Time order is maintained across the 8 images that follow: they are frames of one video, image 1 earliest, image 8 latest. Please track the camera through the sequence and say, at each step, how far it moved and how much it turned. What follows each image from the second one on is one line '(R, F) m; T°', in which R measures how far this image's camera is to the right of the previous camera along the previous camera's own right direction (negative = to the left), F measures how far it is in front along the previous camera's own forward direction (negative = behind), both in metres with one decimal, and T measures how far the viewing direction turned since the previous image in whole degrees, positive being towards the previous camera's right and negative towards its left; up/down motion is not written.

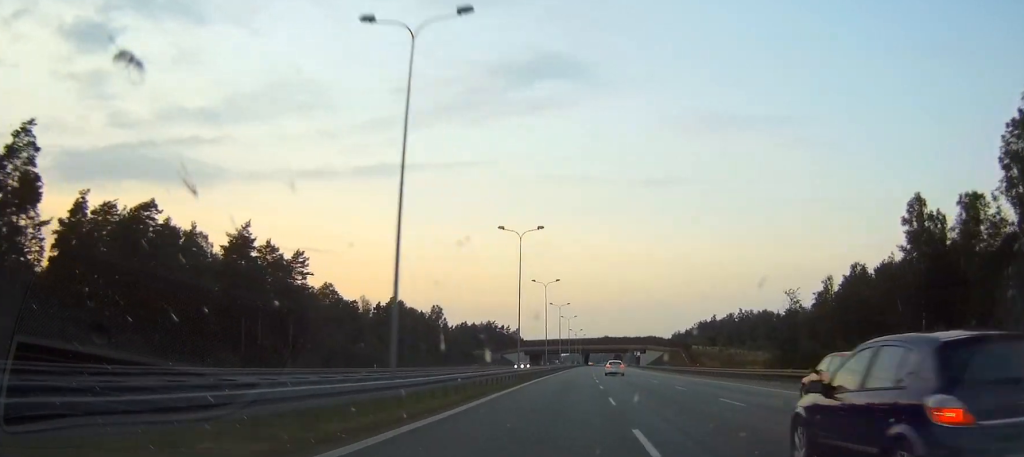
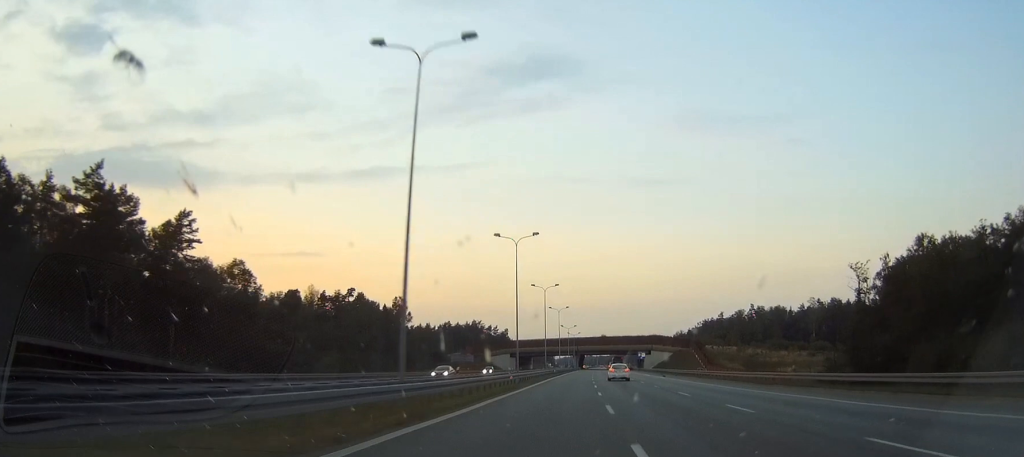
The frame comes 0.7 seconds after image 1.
(+0.2, +37.8) m; 0°
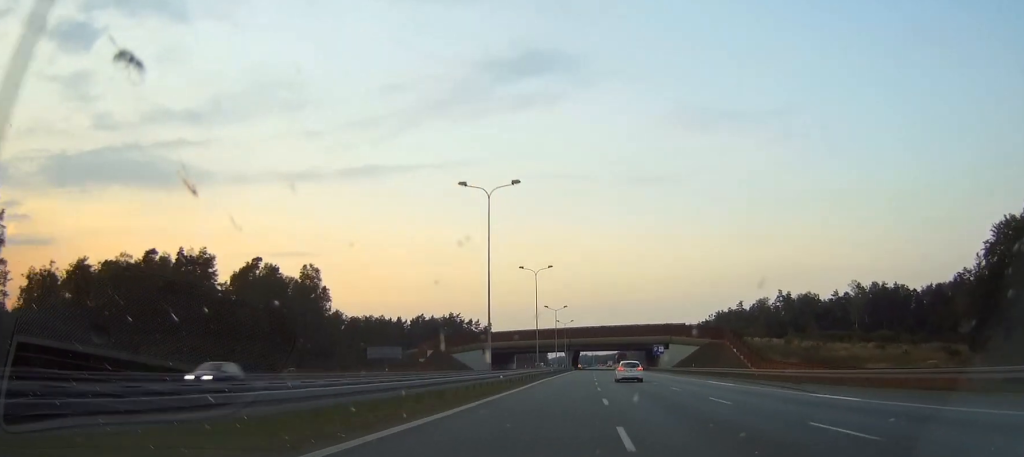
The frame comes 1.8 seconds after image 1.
(+0.2, +57.0) m; 0°
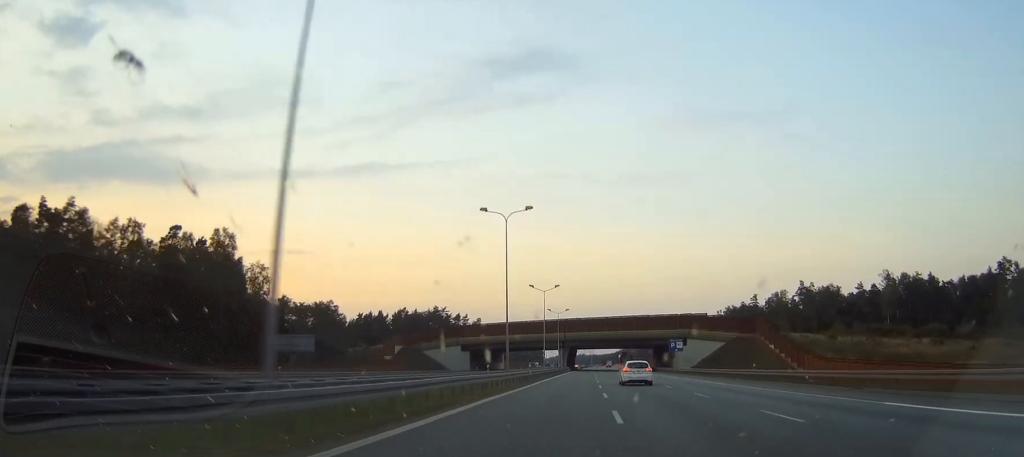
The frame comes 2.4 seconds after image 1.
(+0.1, +31.2) m; 0°
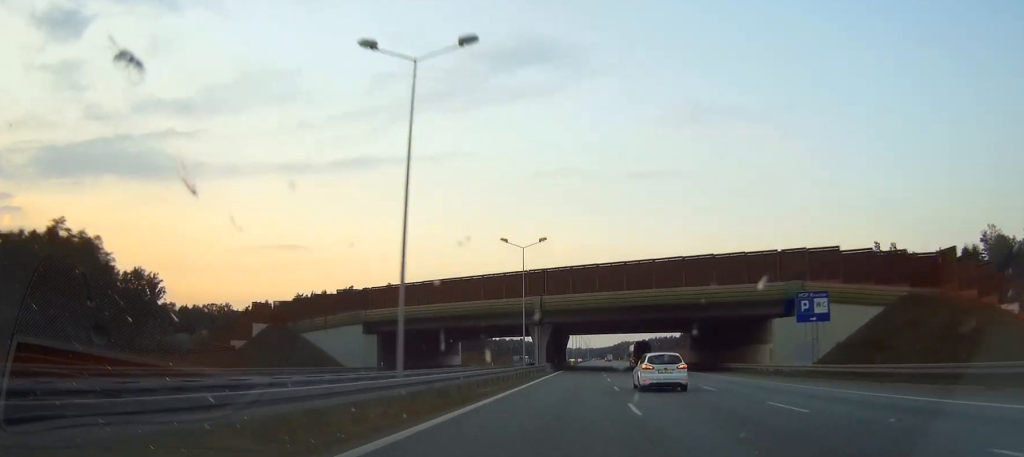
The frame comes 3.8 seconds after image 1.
(+0.4, +71.2) m; 0°
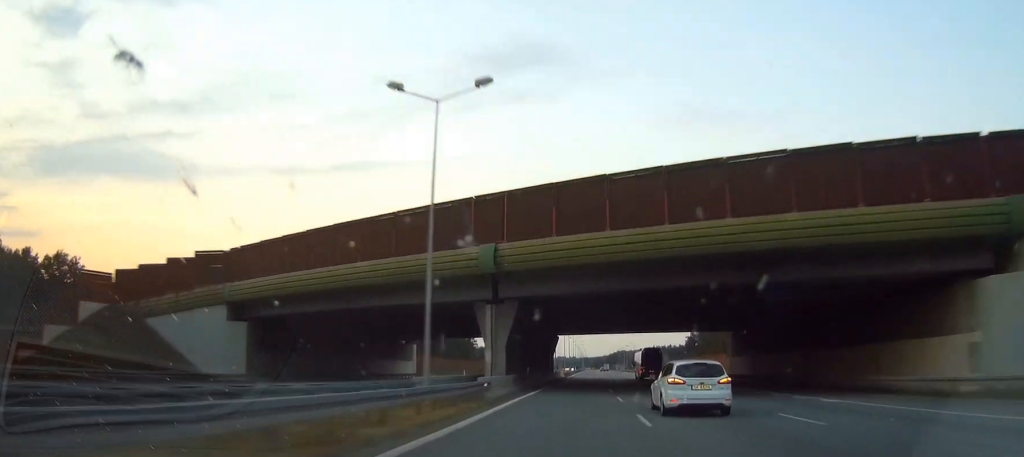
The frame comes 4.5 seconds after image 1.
(+0.1, +36.6) m; 0°
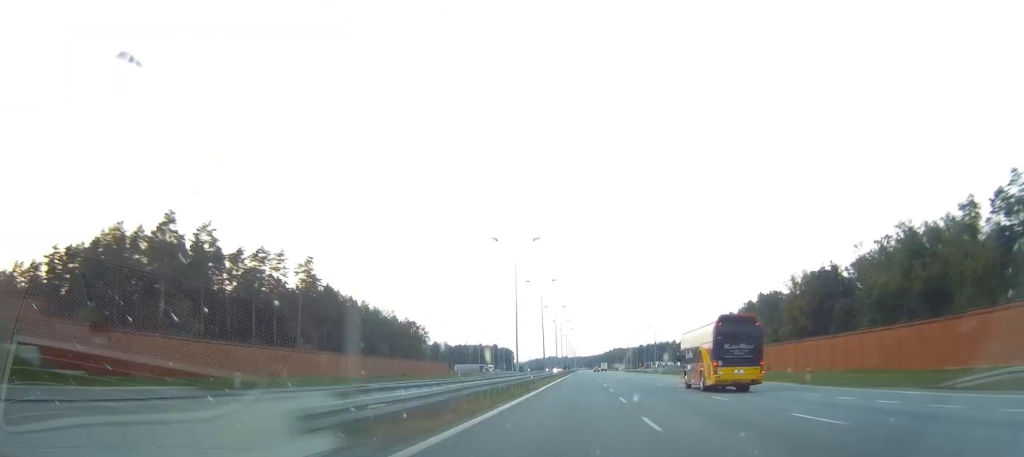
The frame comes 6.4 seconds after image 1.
(+0.3, +97.9) m; +1°
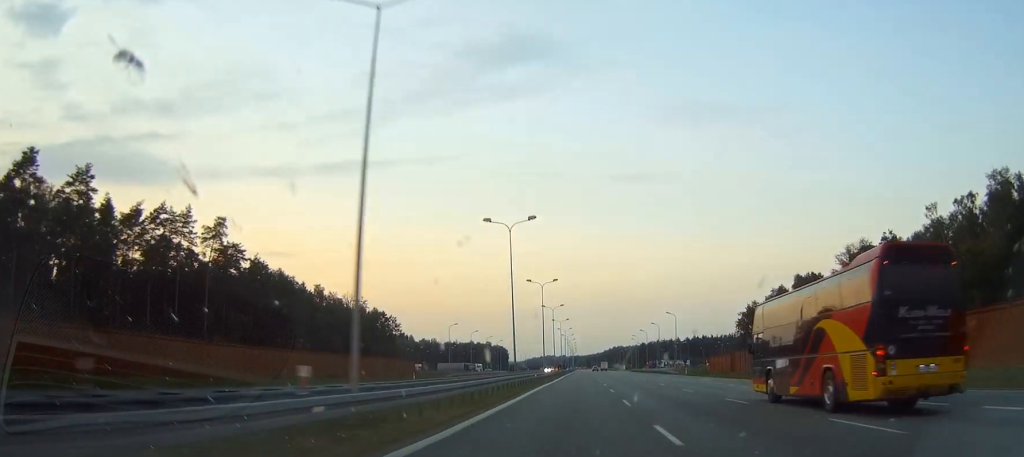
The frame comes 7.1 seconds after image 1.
(+0.2, +38.7) m; 0°
